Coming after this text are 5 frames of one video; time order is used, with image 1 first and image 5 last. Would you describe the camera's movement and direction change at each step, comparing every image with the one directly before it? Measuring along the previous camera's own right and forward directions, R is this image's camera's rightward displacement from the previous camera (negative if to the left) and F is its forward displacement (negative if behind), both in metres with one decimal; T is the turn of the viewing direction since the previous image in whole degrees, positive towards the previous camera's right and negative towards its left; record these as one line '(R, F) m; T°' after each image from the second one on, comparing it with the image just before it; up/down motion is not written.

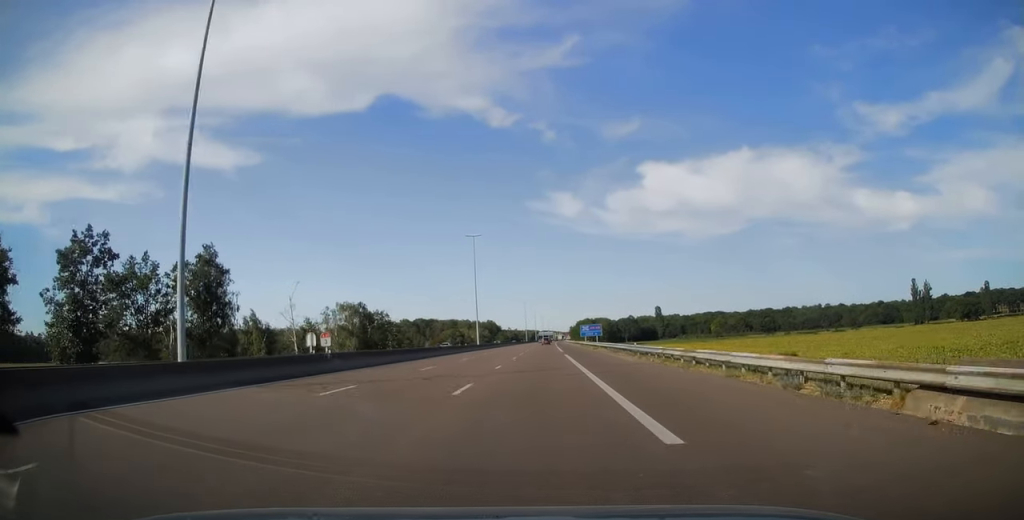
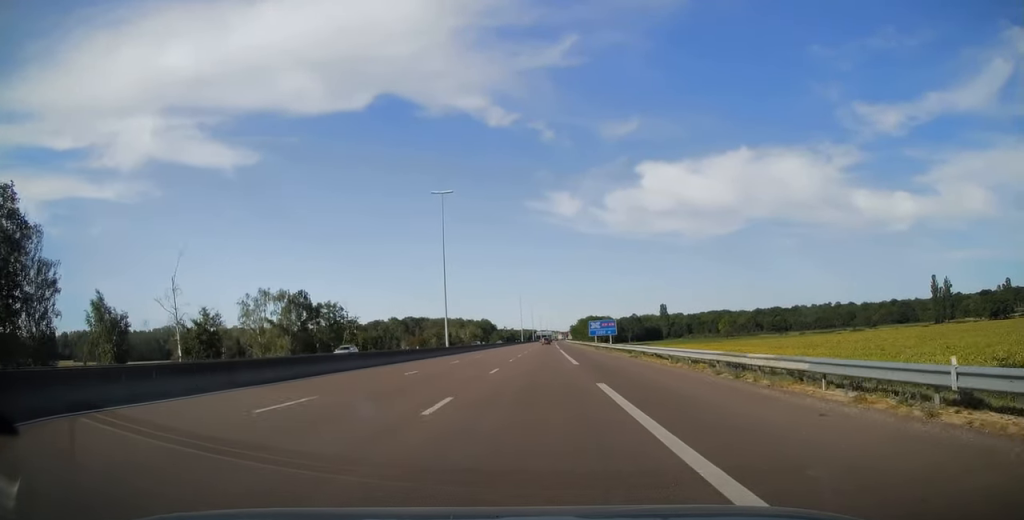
(0.0, +29.3) m; 0°
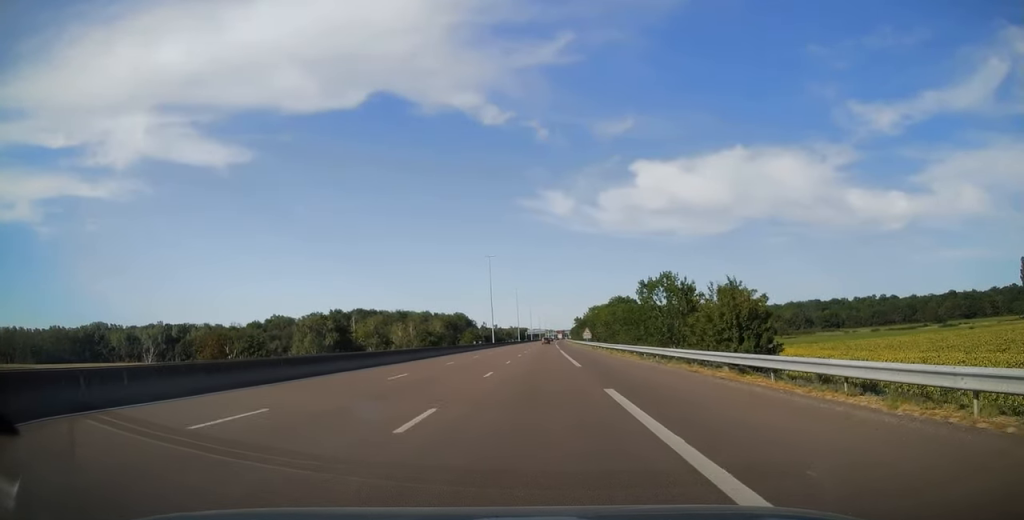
(+0.8, +104.8) m; +1°
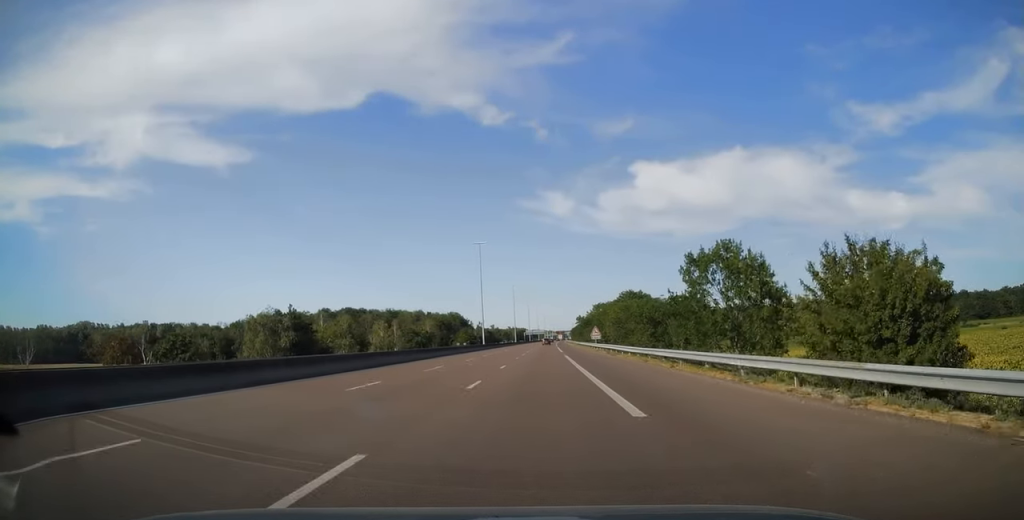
(0.0, +17.5) m; 0°
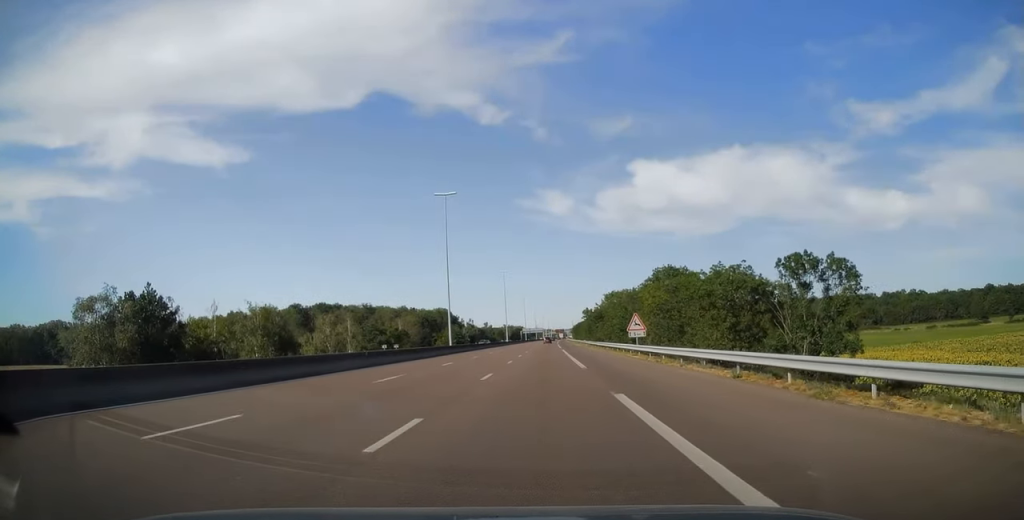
(+0.2, +35.5) m; 0°
